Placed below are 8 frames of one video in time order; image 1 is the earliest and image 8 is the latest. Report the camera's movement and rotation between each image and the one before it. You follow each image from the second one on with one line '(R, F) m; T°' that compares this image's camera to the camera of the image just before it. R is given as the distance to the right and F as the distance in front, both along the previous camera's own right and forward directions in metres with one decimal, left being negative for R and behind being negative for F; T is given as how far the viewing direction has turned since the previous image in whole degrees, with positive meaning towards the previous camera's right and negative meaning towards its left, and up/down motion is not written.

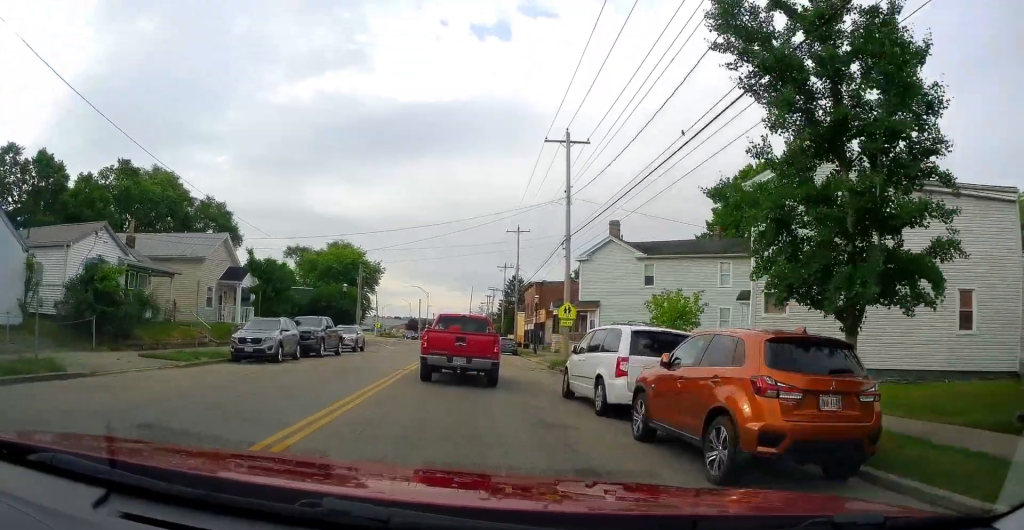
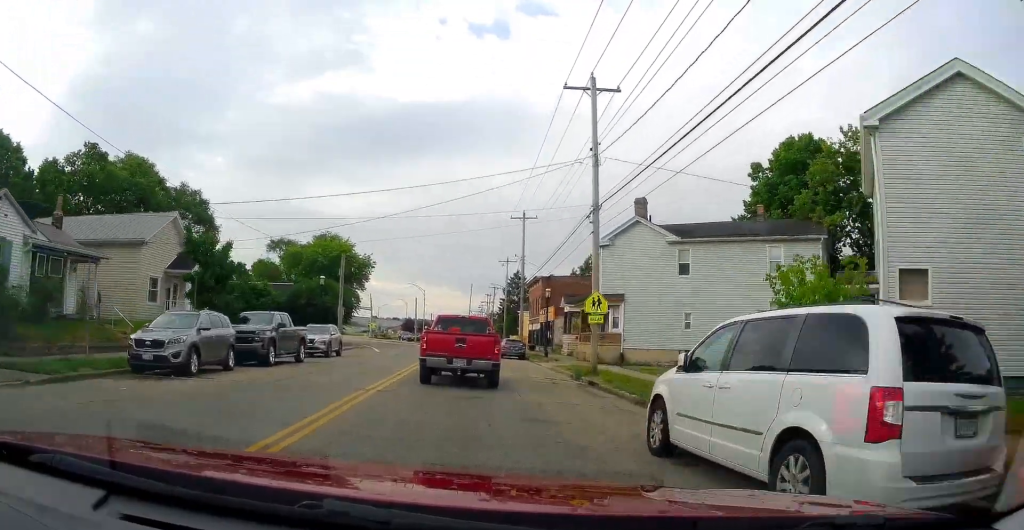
(0.0, +7.0) m; 0°
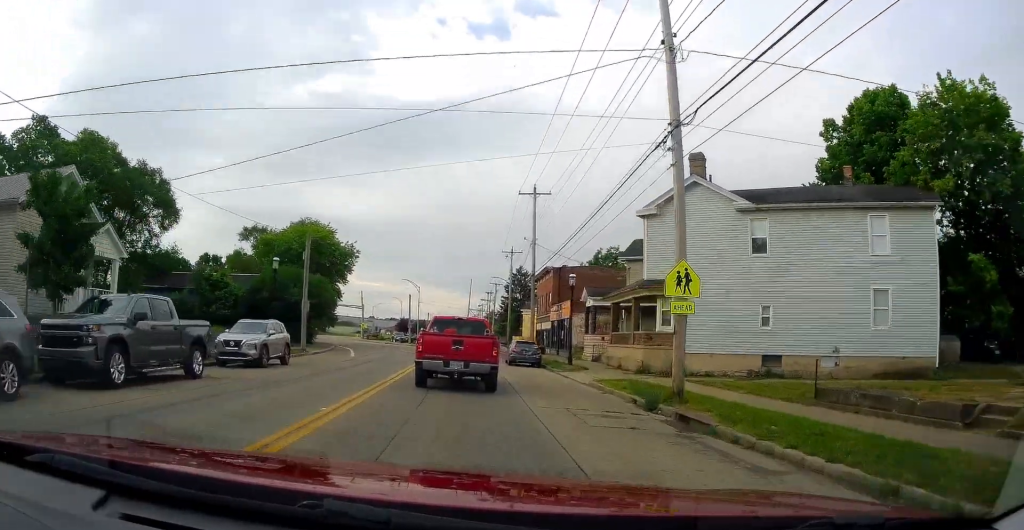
(0.0, +9.6) m; 0°
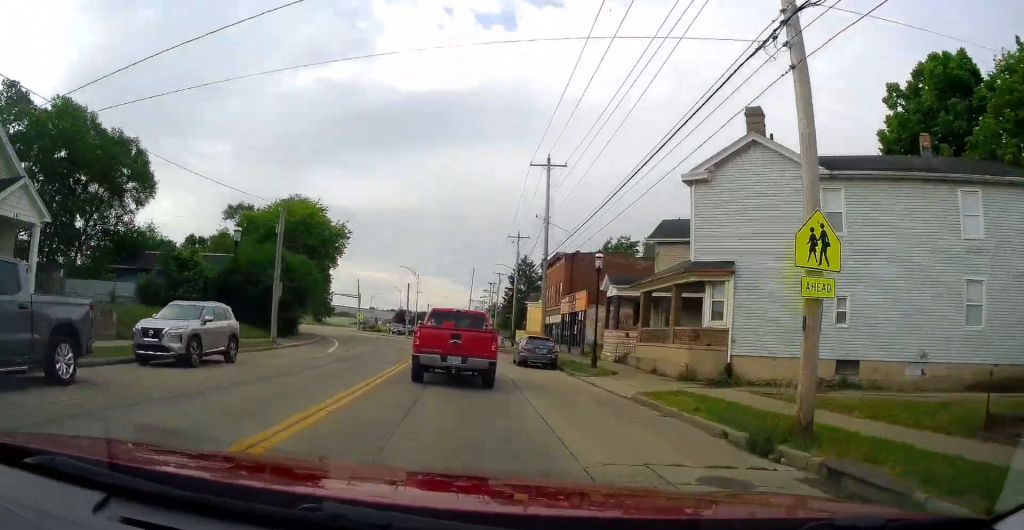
(0.0, +5.6) m; 0°
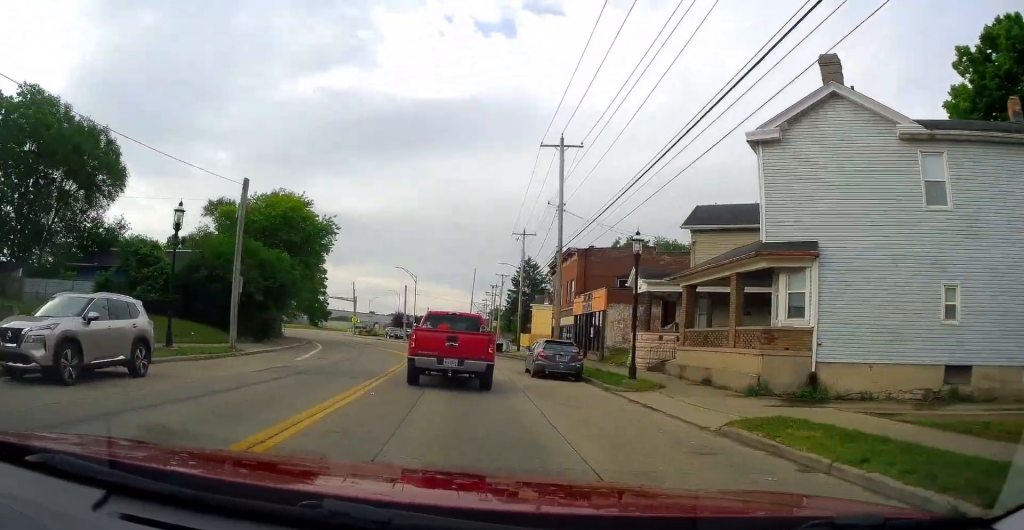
(0.0, +5.6) m; -1°
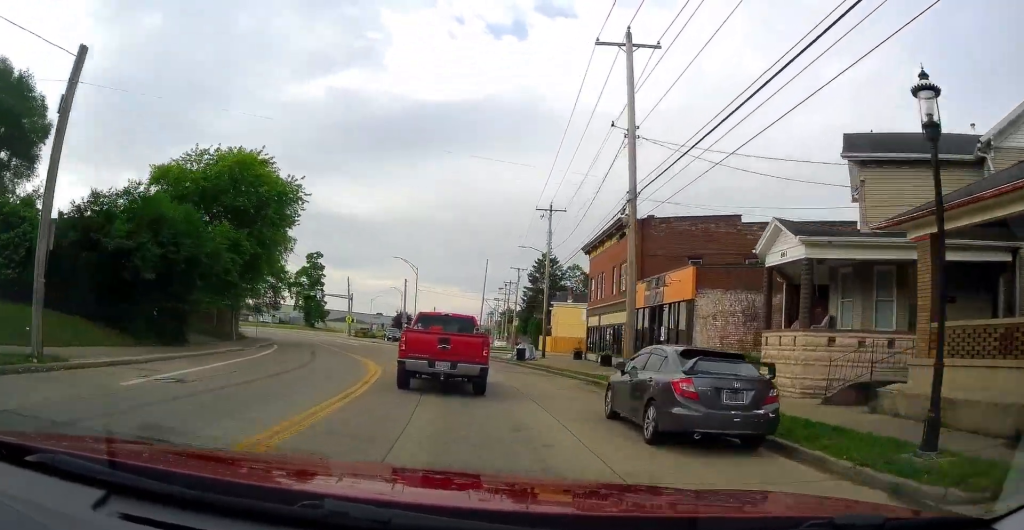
(-0.1, +12.6) m; -1°
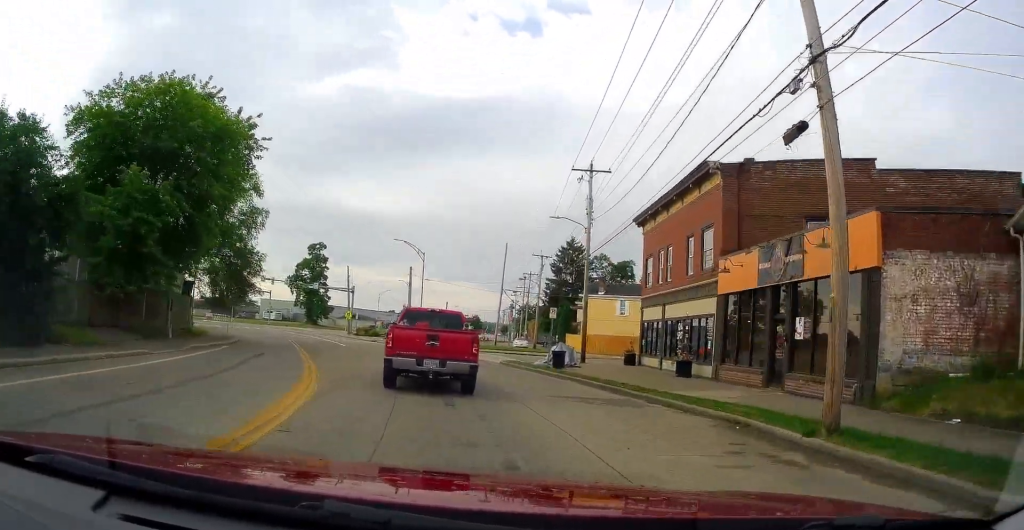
(-0.1, +10.8) m; -1°
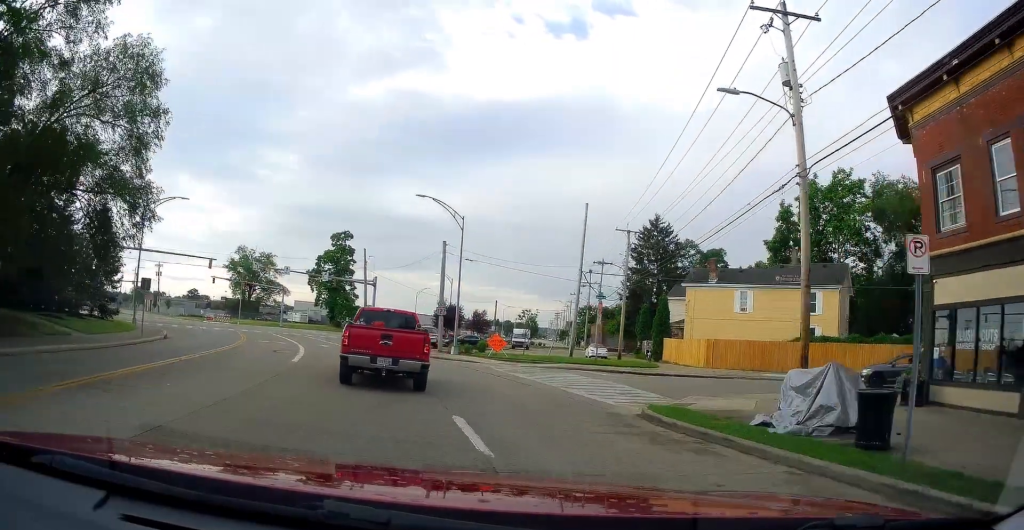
(-0.5, +20.0) m; -2°
